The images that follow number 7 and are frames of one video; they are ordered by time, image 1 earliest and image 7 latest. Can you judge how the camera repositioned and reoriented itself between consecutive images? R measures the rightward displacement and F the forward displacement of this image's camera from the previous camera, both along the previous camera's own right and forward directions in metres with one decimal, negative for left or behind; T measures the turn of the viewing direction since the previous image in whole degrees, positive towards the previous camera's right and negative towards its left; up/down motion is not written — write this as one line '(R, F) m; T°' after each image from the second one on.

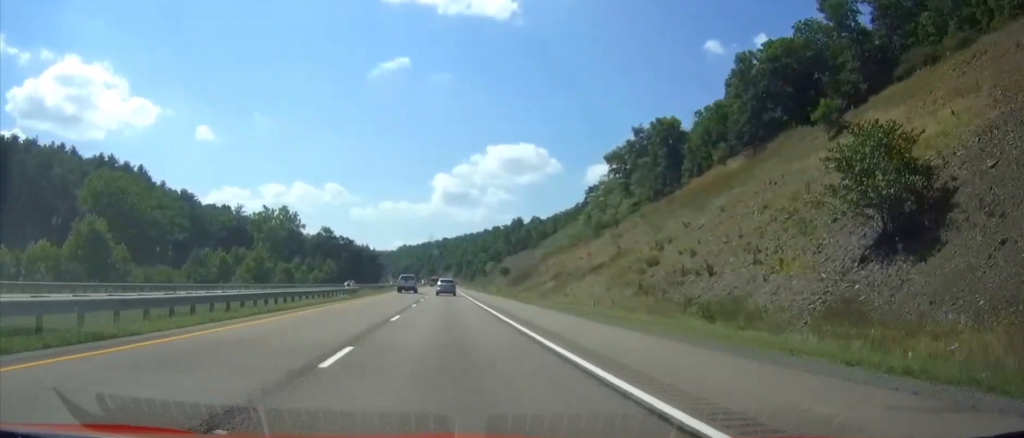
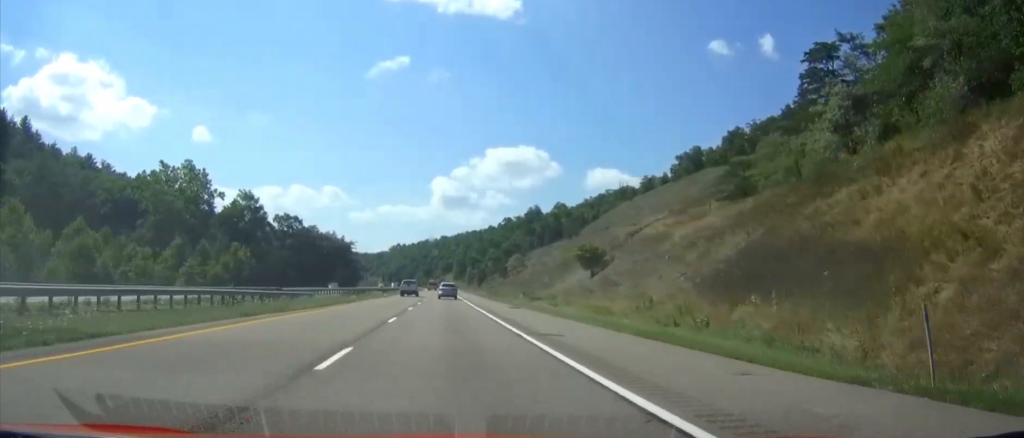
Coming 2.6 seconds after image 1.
(+0.2, +88.5) m; 0°
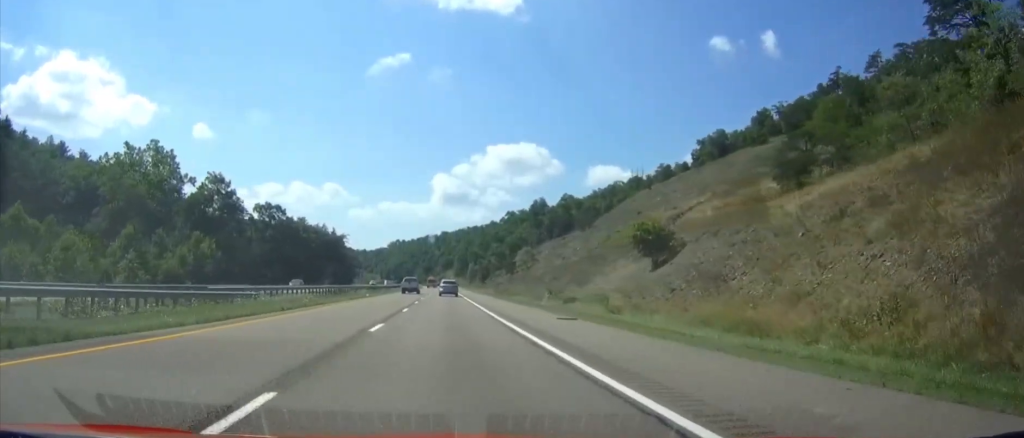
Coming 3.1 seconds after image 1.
(0.0, +18.4) m; 0°
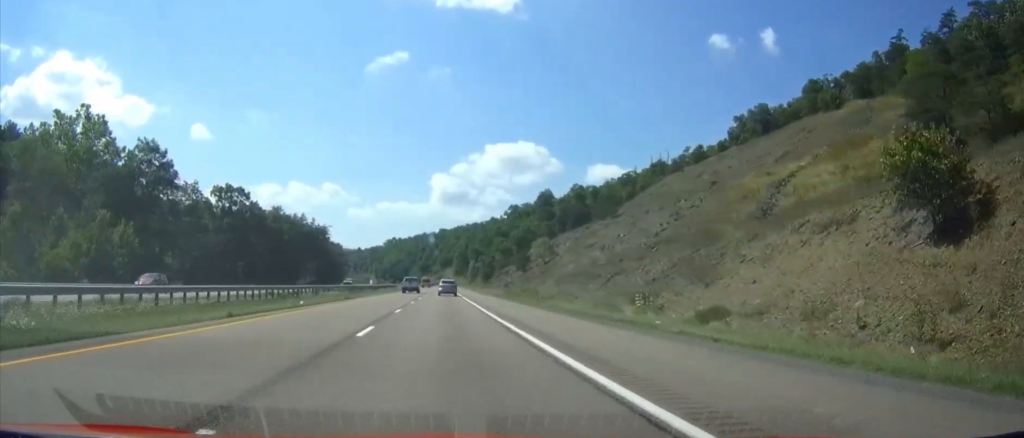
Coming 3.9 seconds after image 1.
(-0.1, +27.5) m; 0°
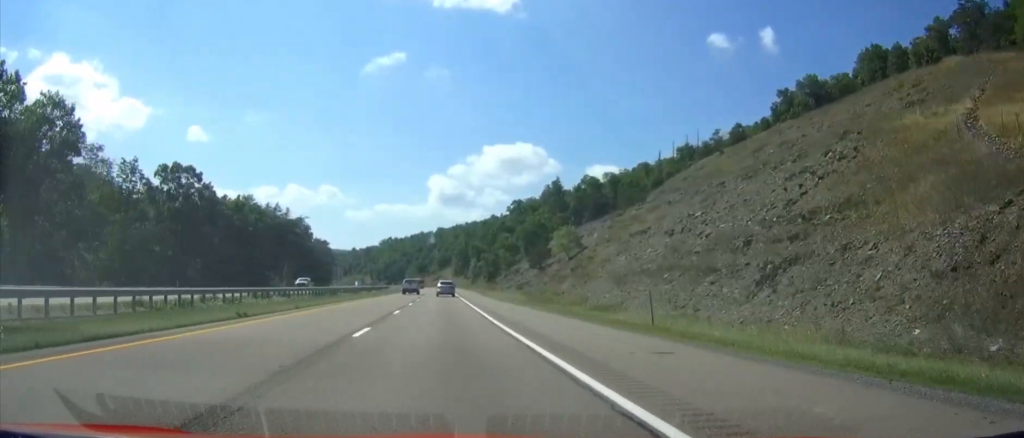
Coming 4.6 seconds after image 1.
(+0.1, +25.1) m; 0°
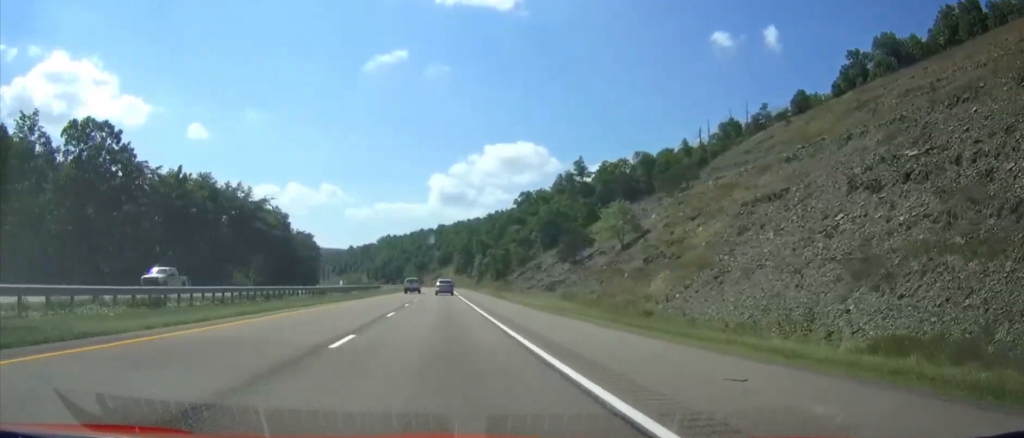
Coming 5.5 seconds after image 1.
(-0.1, +28.3) m; 0°
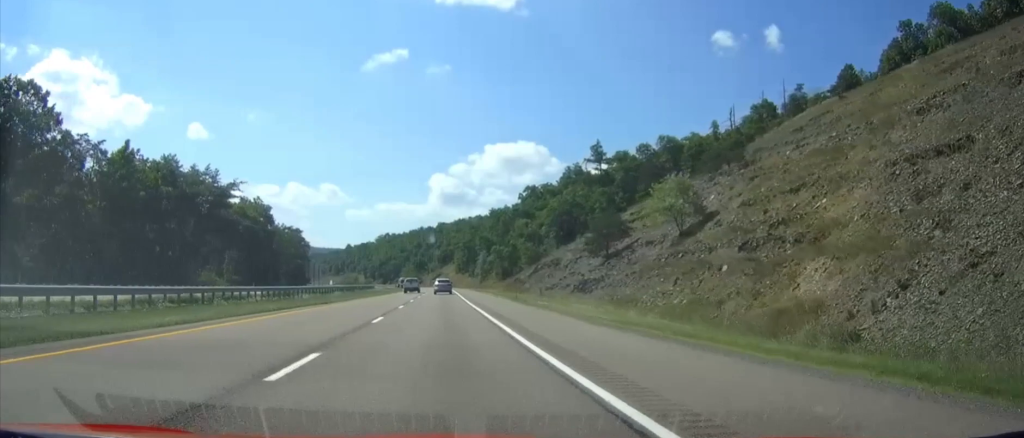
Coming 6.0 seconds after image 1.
(0.0, +17.0) m; 0°
